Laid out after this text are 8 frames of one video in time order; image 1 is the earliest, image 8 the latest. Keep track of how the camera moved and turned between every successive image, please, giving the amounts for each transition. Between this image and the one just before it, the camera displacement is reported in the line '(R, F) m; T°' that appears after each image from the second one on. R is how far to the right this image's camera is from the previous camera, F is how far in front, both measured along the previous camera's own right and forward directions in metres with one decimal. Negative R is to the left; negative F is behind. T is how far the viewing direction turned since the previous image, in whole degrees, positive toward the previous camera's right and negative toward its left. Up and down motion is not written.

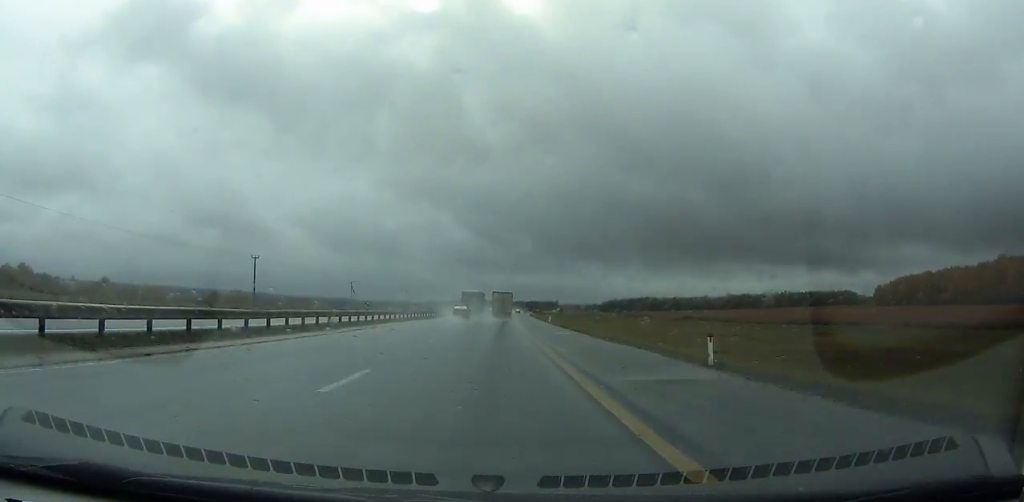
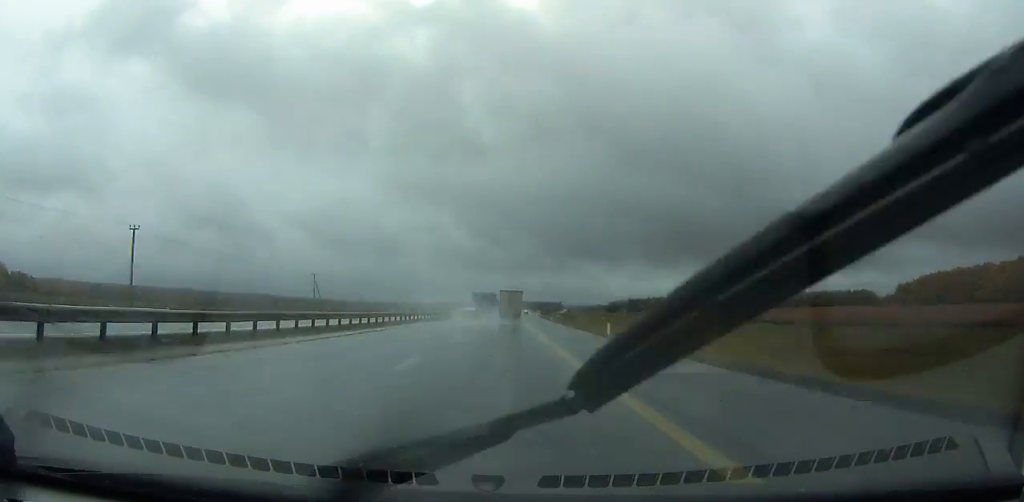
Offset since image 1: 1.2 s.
(0.0, +32.6) m; +1°
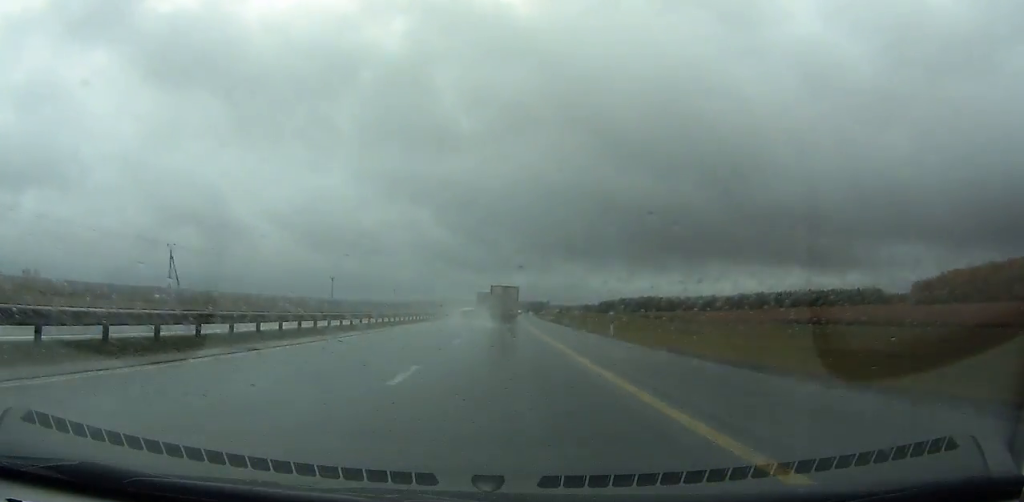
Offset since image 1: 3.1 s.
(+0.5, +48.4) m; +1°
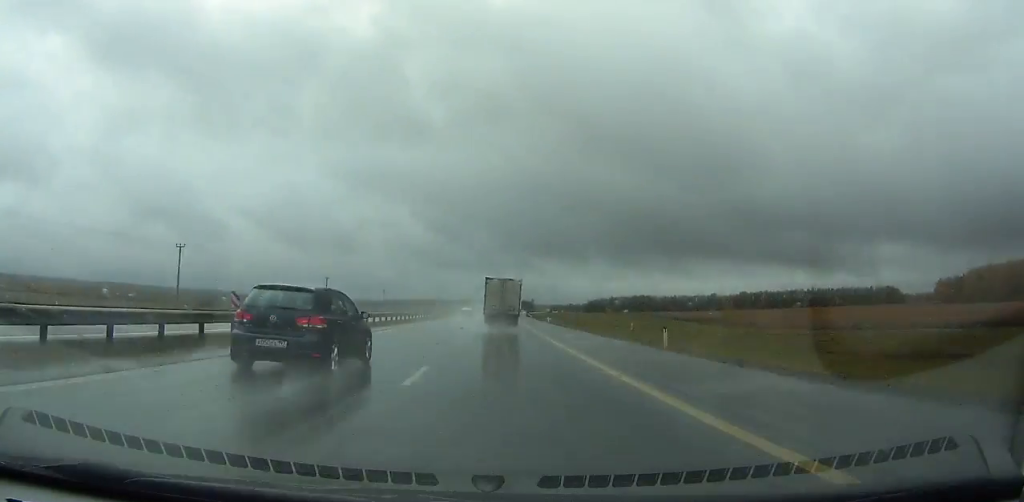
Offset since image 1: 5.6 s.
(+0.6, +61.0) m; +1°
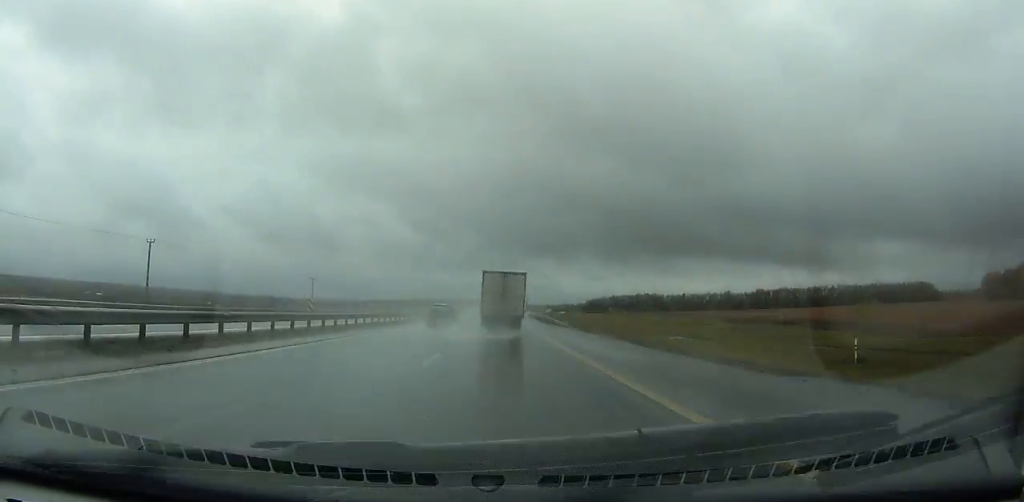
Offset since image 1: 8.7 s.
(+0.9, +70.5) m; +1°
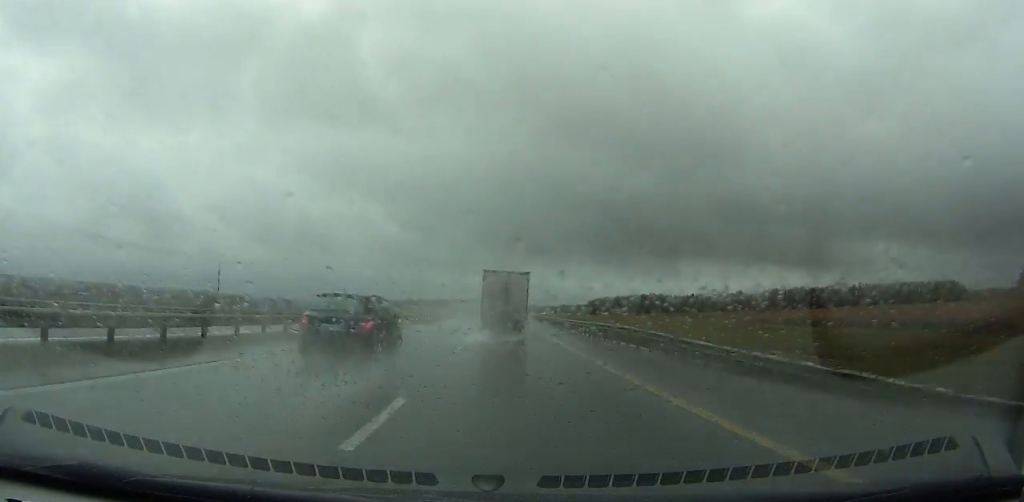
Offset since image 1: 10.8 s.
(+0.2, +45.4) m; +1°
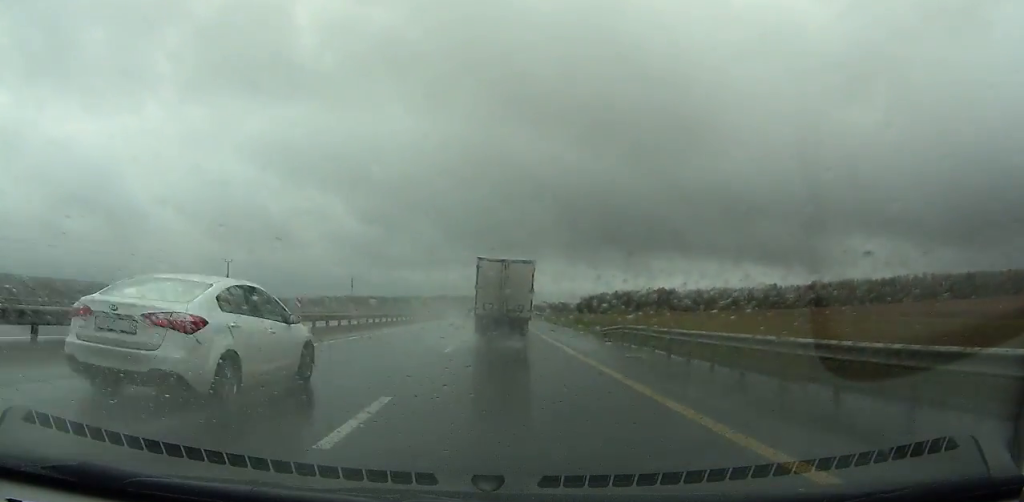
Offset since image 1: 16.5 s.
(+2.2, +117.4) m; +2°
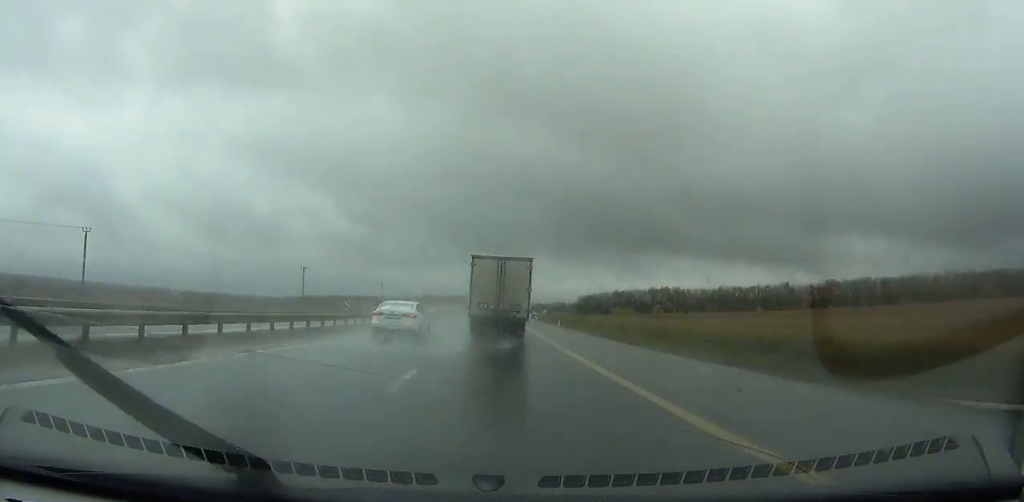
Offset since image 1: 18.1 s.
(+0.3, +32.3) m; 0°
